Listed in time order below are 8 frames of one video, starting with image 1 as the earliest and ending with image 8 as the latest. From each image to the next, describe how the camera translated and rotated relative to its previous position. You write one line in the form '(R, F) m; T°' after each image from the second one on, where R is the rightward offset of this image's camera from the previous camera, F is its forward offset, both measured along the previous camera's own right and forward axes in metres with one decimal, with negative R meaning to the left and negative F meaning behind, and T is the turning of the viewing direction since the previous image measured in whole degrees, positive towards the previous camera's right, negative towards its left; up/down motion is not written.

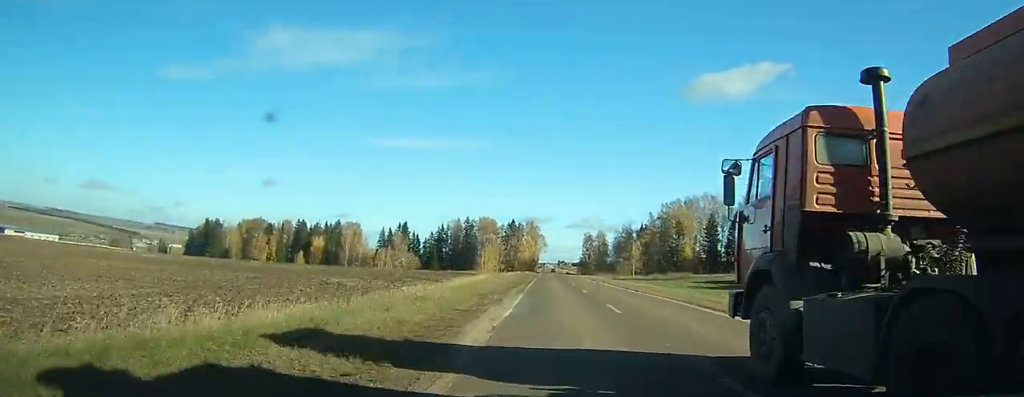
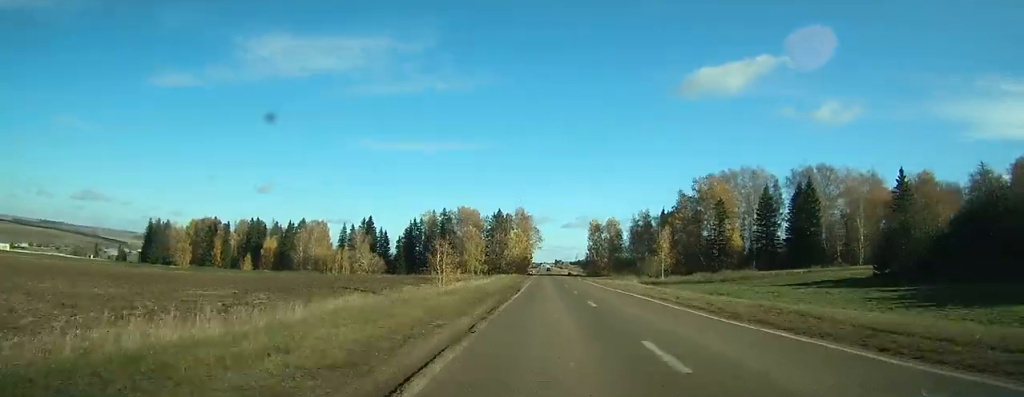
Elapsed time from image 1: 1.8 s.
(+0.1, +38.6) m; +11°
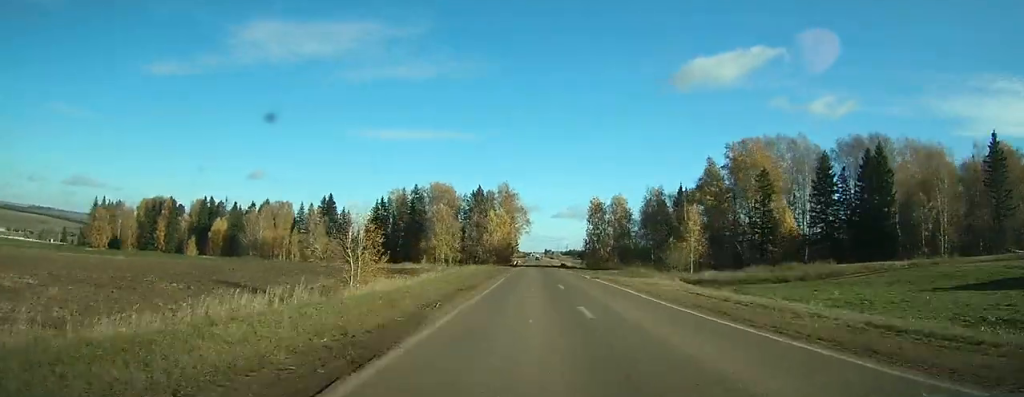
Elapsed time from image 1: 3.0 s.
(+4.6, +27.4) m; +12°
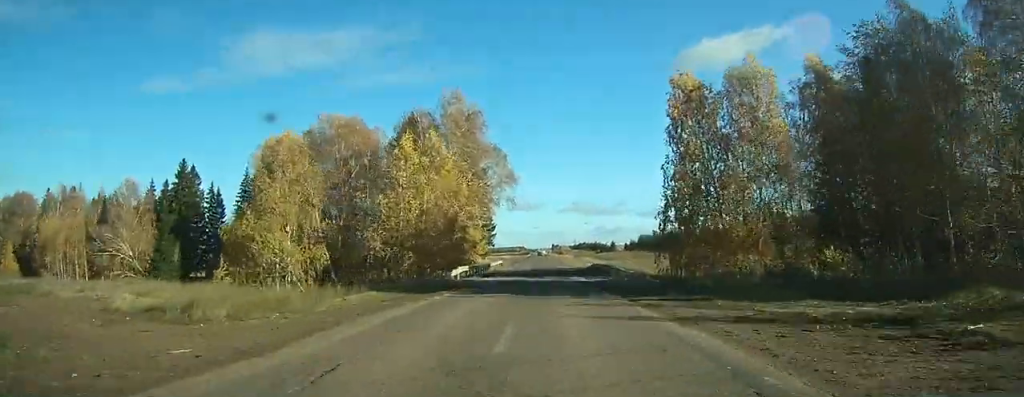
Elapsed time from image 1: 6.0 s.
(+4.2, +76.9) m; -32°
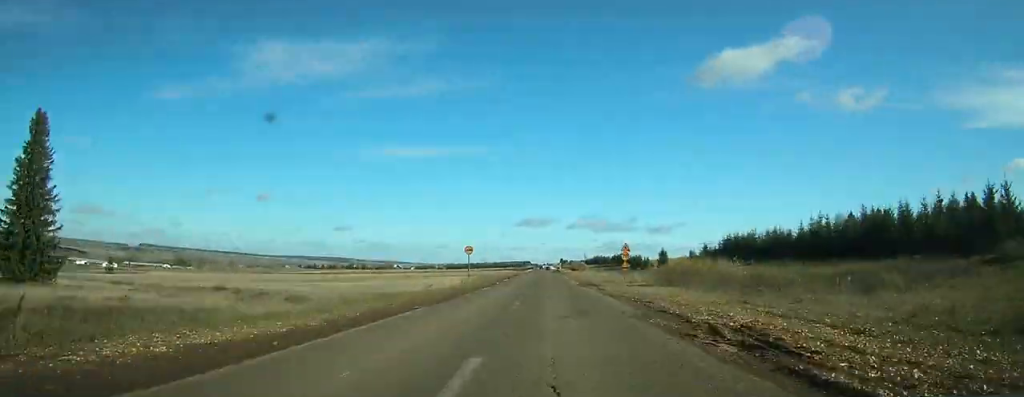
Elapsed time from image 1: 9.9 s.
(-35.3, +98.4) m; +1°
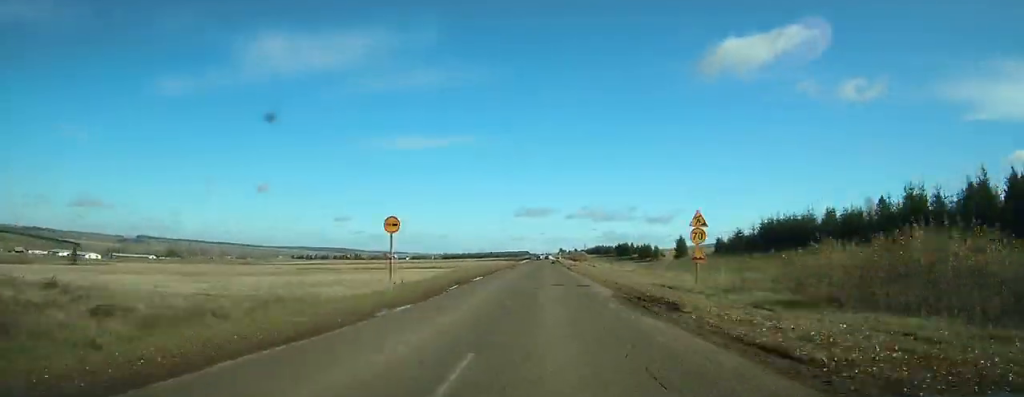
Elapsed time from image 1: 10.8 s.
(+2.5, +21.9) m; +3°
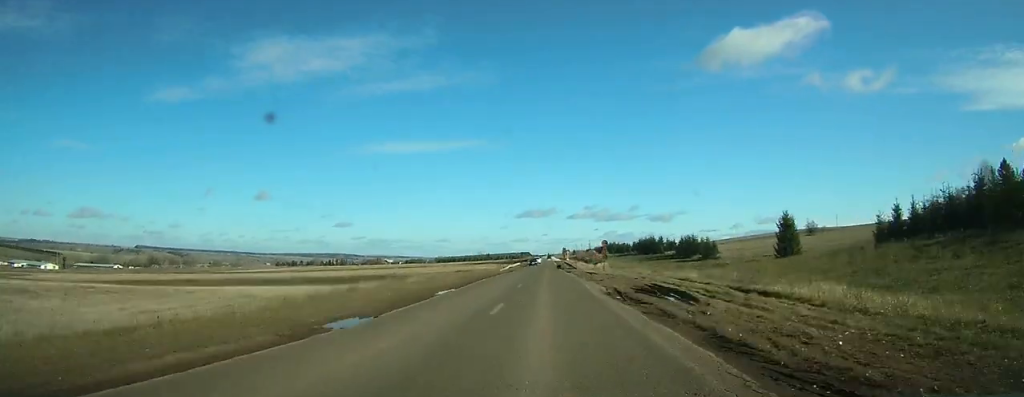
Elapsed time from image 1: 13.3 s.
(+3.2, +57.3) m; +3°
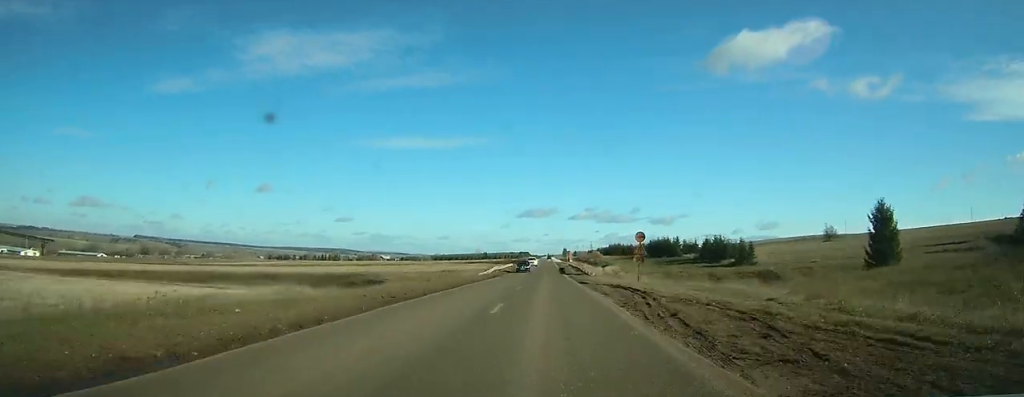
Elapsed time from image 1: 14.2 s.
(0.0, +21.9) m; 0°
